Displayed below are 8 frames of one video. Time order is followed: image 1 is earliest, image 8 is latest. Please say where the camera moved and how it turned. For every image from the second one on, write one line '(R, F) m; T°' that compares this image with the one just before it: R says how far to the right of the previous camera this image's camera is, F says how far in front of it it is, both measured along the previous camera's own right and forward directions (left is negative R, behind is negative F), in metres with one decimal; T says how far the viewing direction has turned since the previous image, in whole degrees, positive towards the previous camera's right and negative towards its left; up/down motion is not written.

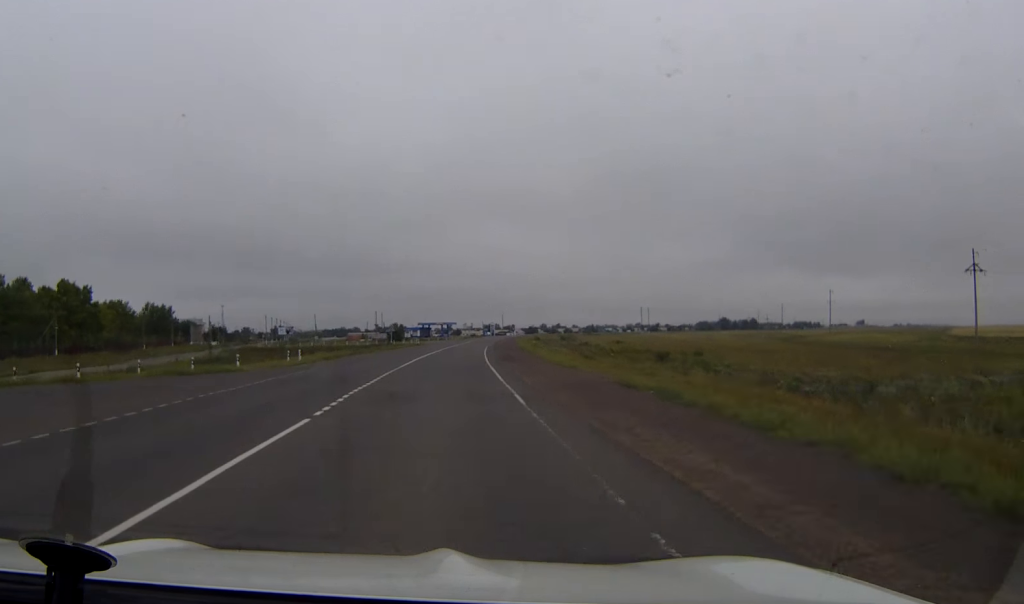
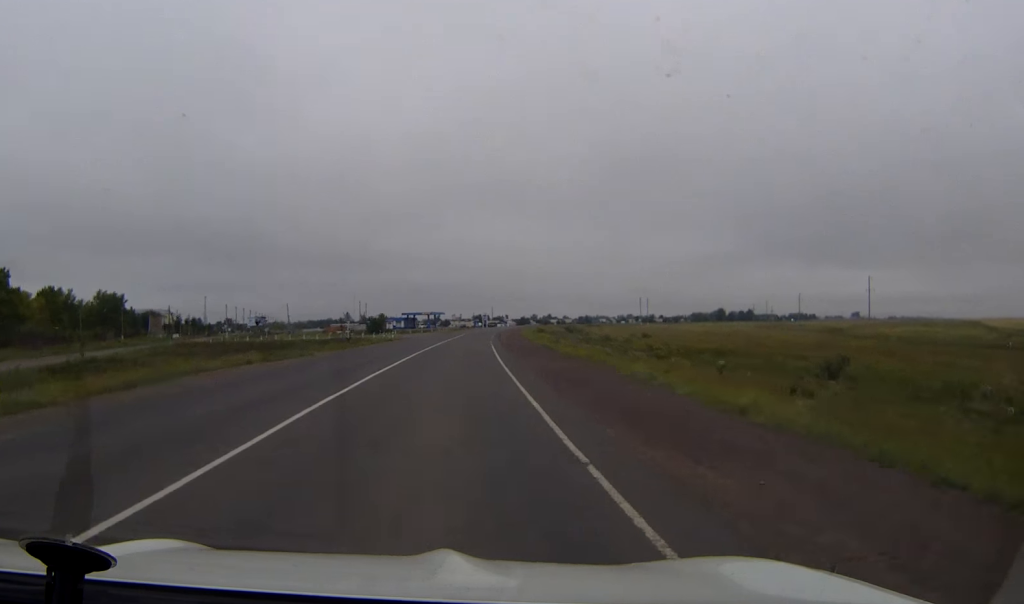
(+0.3, +35.4) m; +1°
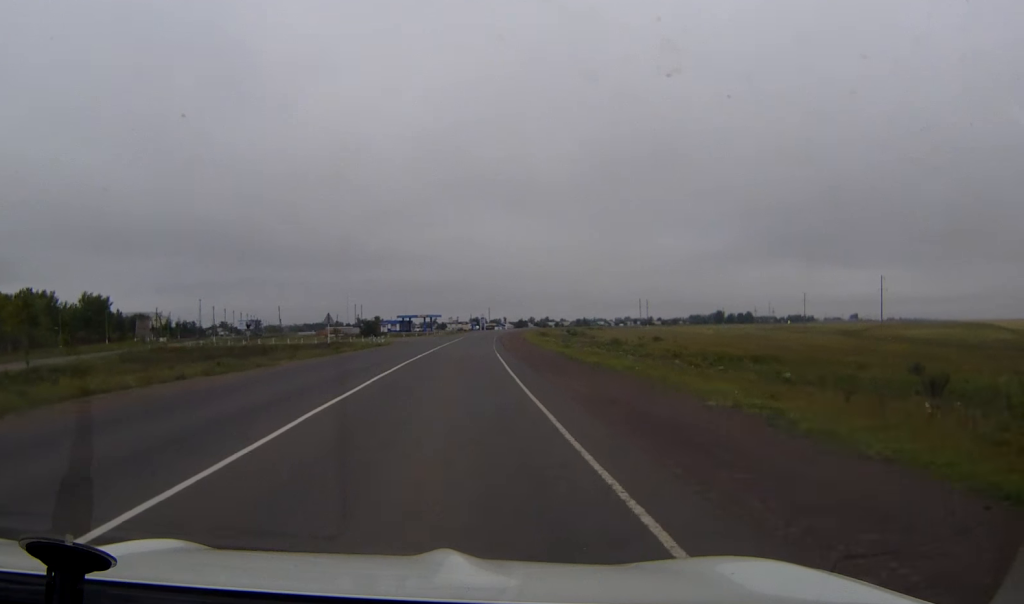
(0.0, +9.7) m; 0°
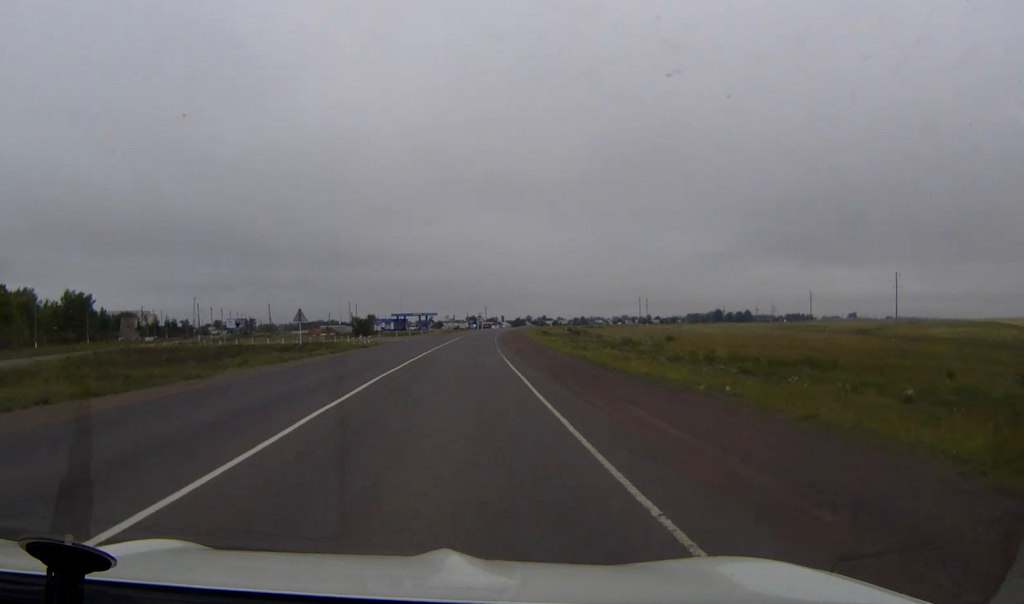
(0.0, +11.1) m; 0°
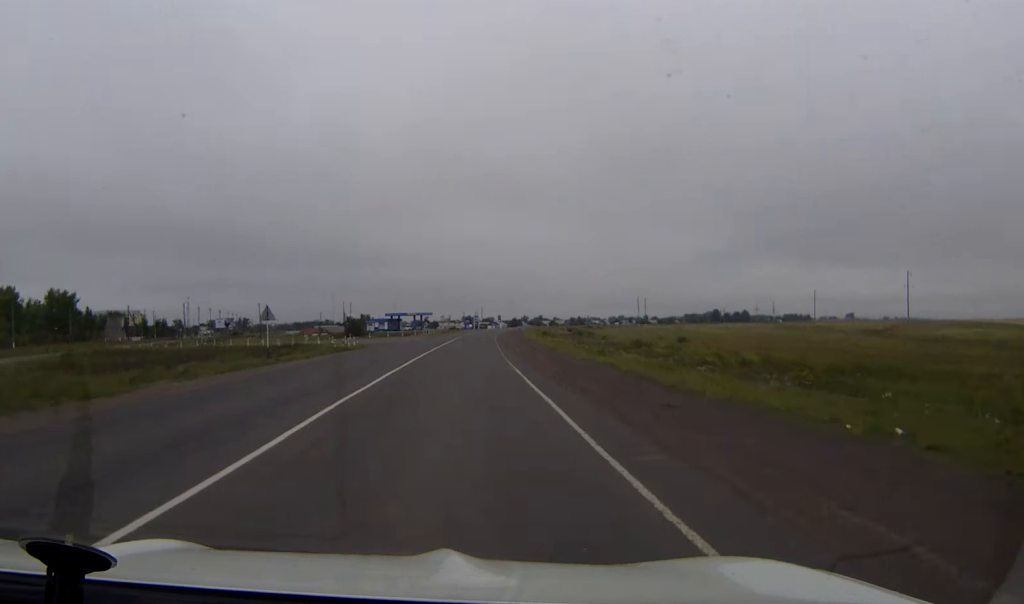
(0.0, +8.1) m; 0°
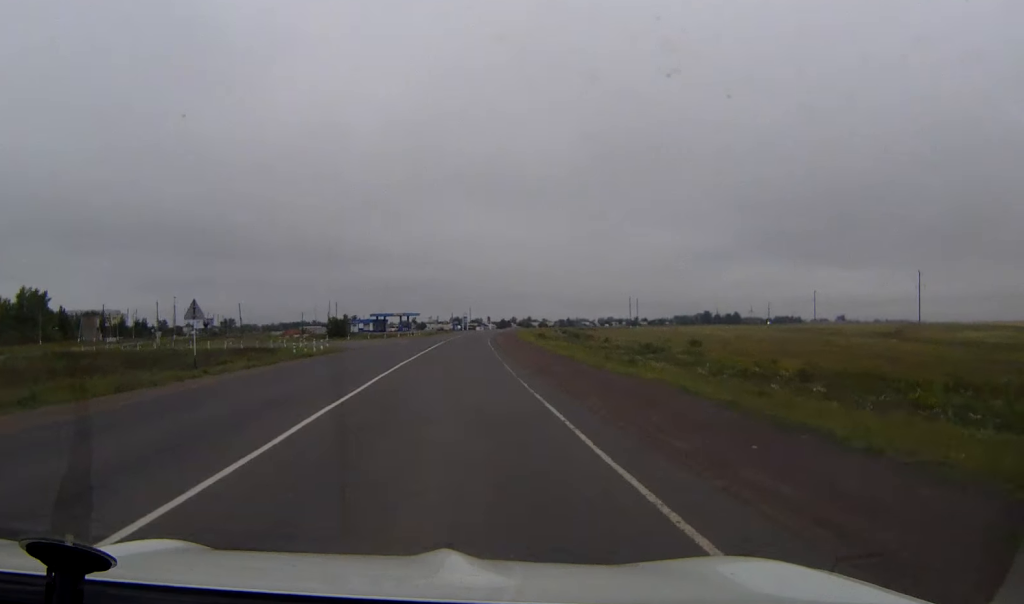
(0.0, +11.8) m; +1°
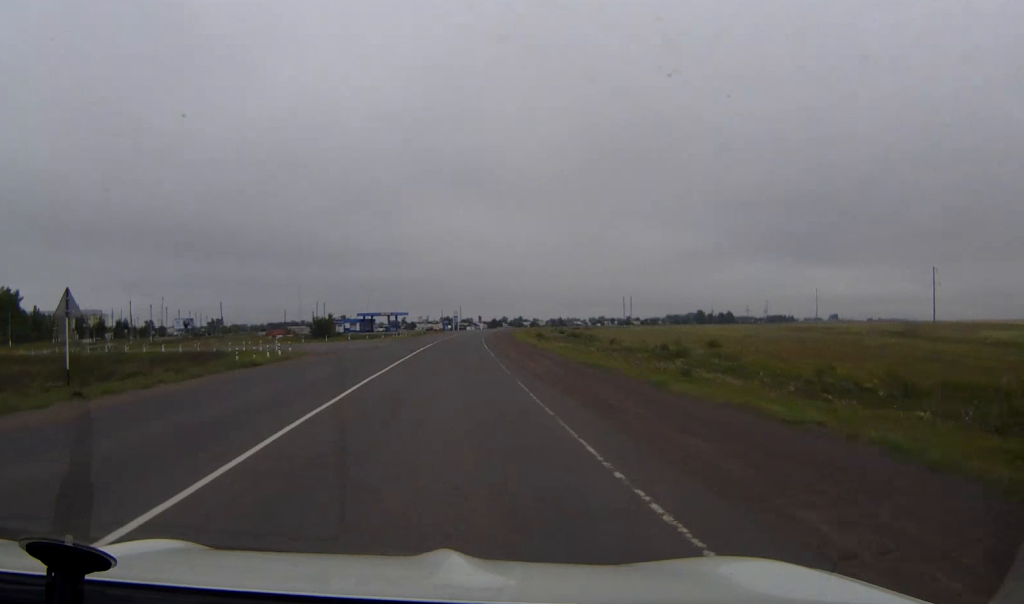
(+0.1, +11.0) m; 0°
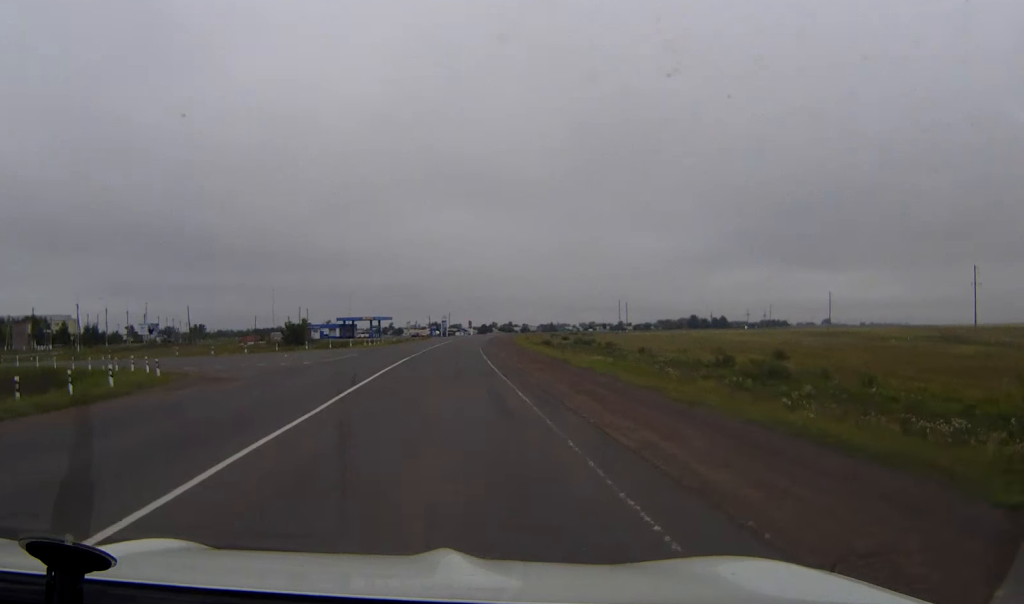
(+0.1, +22.7) m; +1°
